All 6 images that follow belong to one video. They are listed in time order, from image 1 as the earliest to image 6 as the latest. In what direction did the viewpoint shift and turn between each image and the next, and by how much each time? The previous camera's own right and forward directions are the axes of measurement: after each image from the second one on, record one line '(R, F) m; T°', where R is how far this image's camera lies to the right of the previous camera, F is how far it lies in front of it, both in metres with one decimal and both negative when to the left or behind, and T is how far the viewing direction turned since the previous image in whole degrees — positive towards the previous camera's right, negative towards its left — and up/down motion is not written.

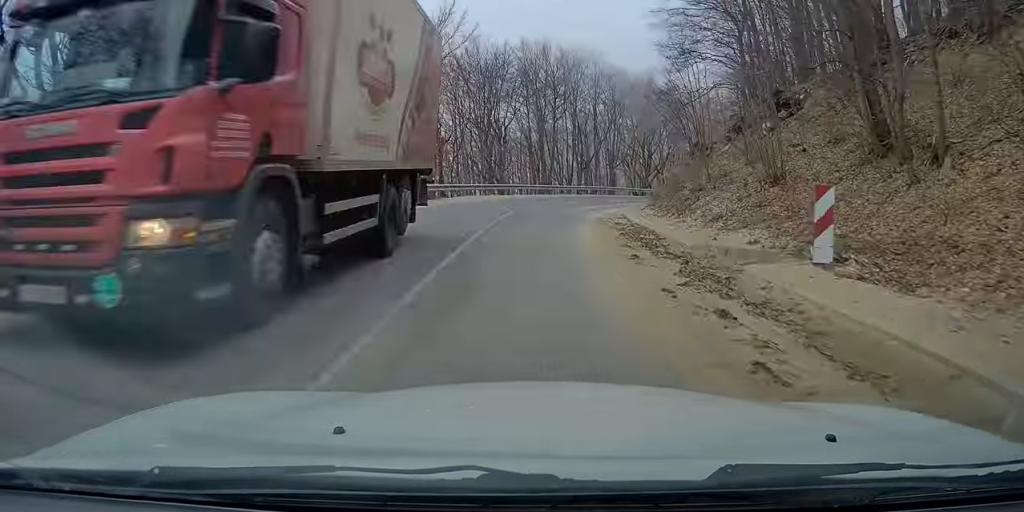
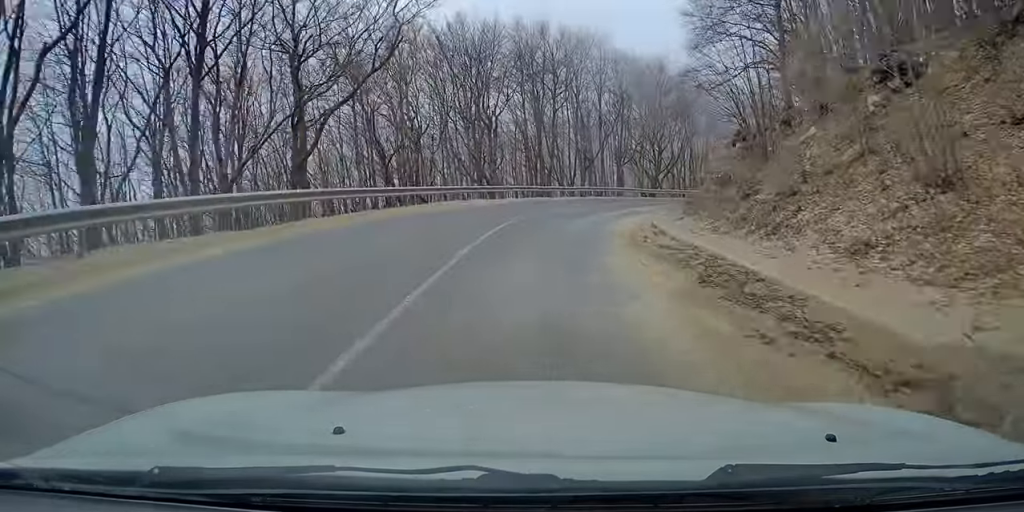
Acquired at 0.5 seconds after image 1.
(-0.3, +7.1) m; 0°
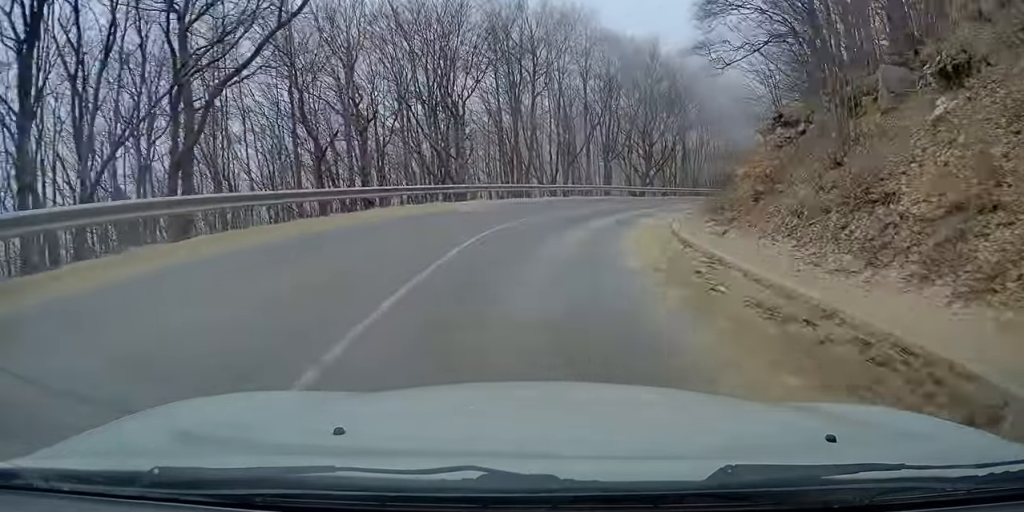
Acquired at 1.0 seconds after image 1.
(+0.1, +6.3) m; +3°
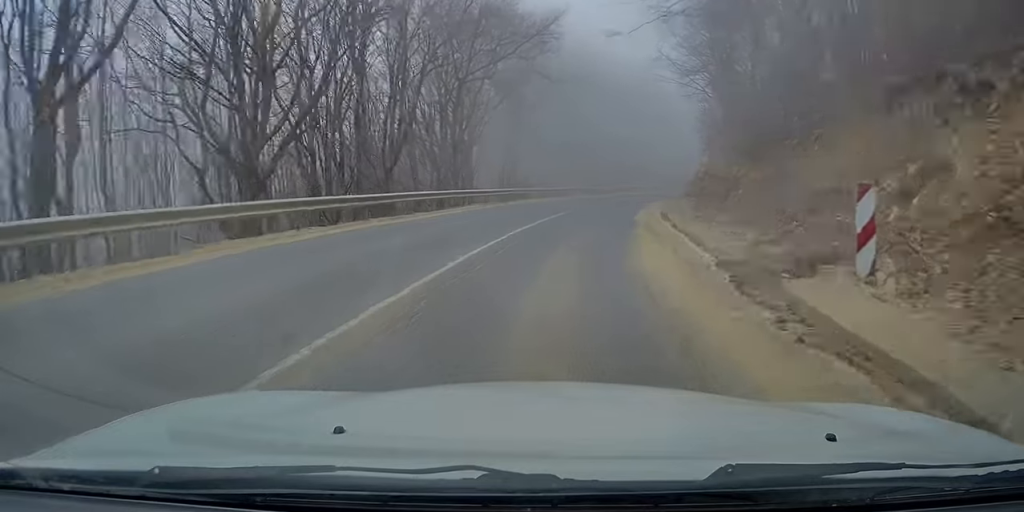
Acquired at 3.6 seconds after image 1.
(+8.2, +35.8) m; +26°
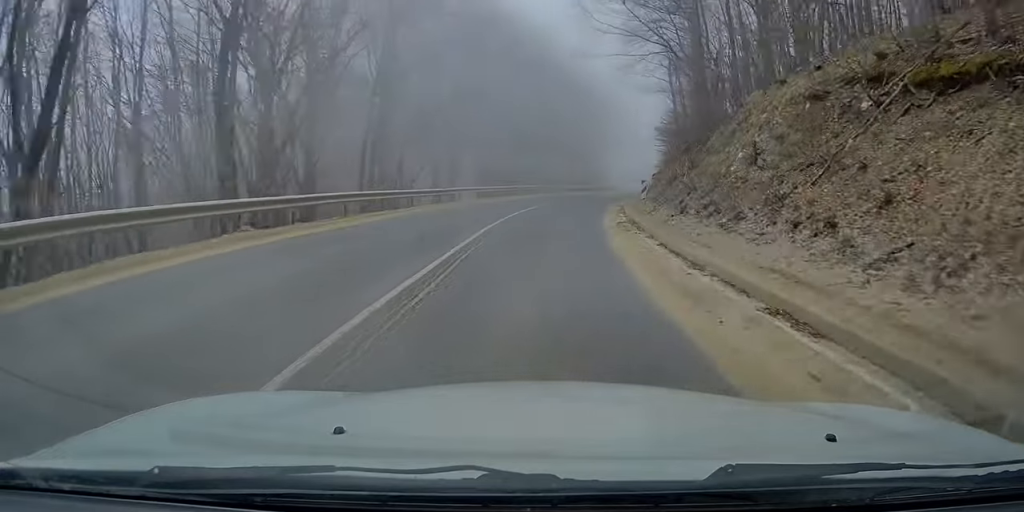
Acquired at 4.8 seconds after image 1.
(+1.6, +17.7) m; +9°
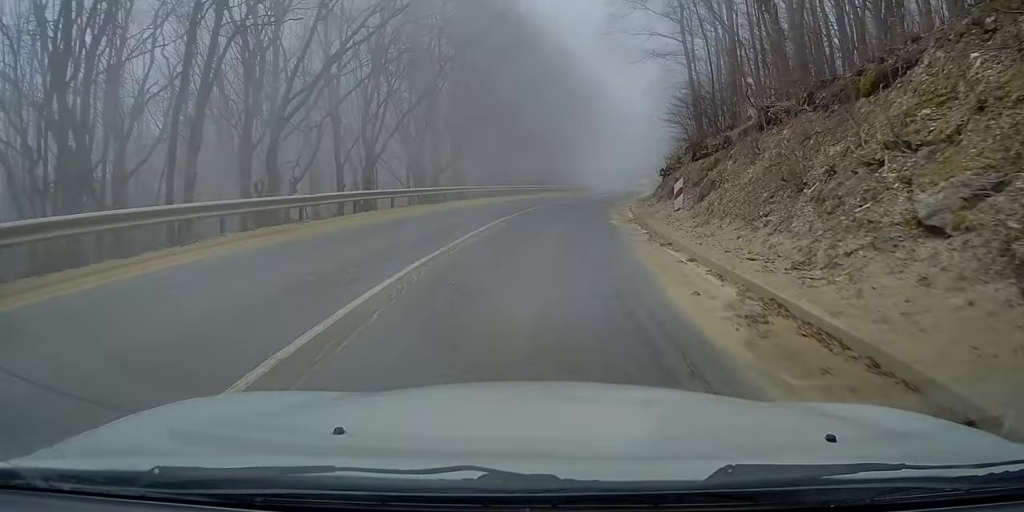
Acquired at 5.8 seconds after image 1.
(+0.7, +15.5) m; +4°
